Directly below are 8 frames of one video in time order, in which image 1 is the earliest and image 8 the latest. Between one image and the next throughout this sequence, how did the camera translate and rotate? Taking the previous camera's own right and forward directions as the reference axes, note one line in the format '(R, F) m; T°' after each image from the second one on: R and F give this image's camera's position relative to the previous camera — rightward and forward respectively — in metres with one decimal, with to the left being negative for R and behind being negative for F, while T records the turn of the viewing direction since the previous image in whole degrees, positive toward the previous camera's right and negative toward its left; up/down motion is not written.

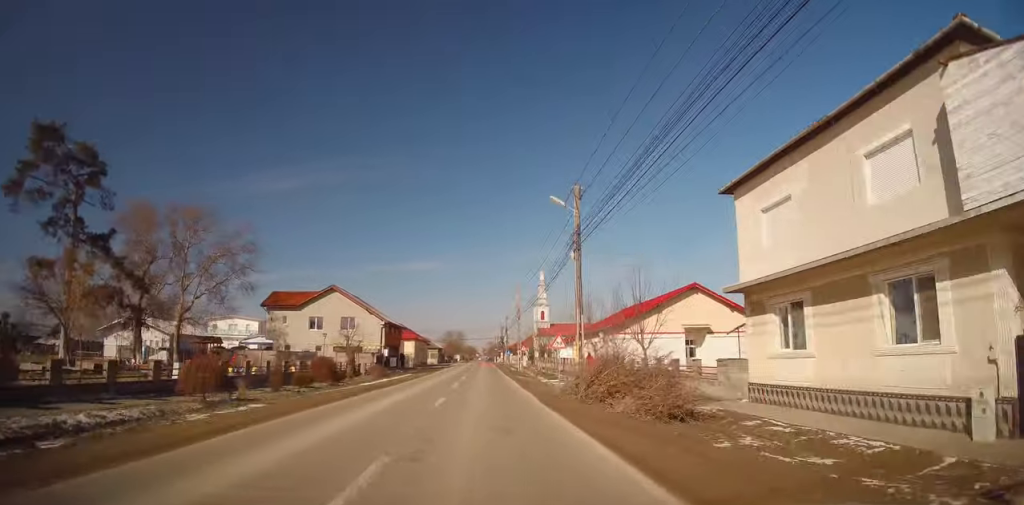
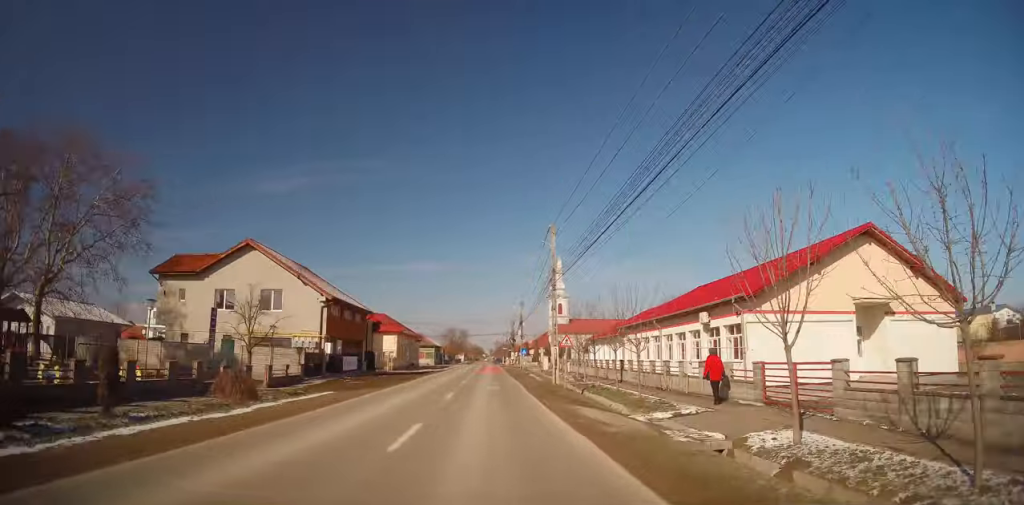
(0.0, +23.5) m; -1°
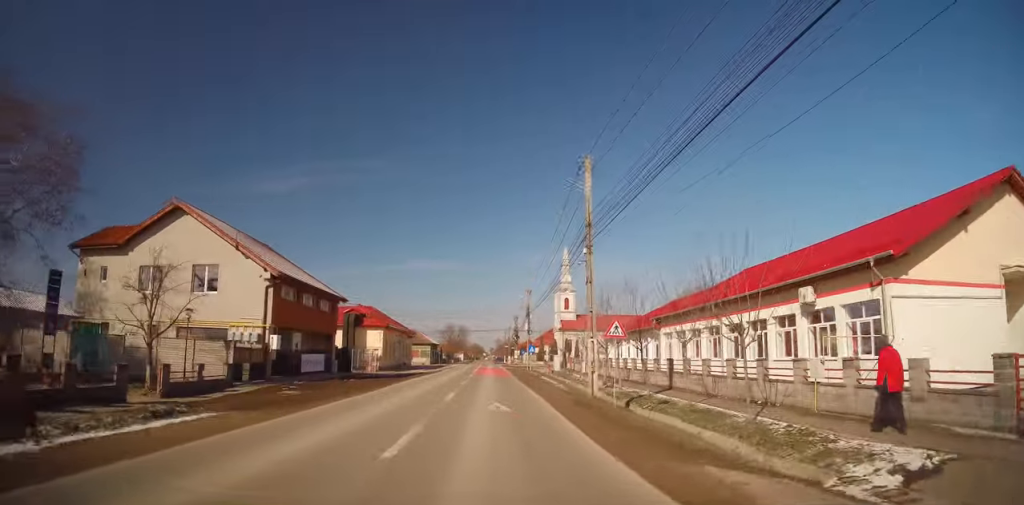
(-0.2, +9.7) m; 0°
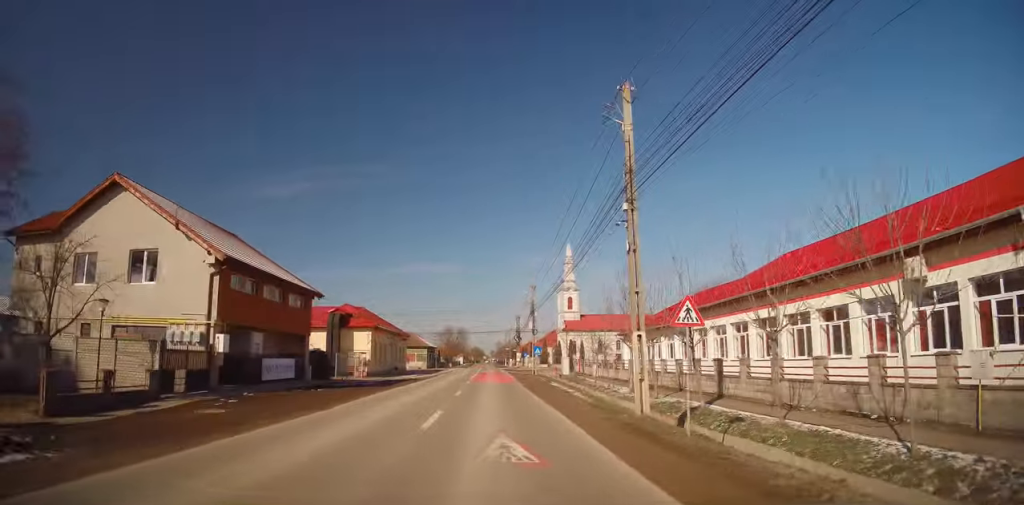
(0.0, +5.8) m; 0°
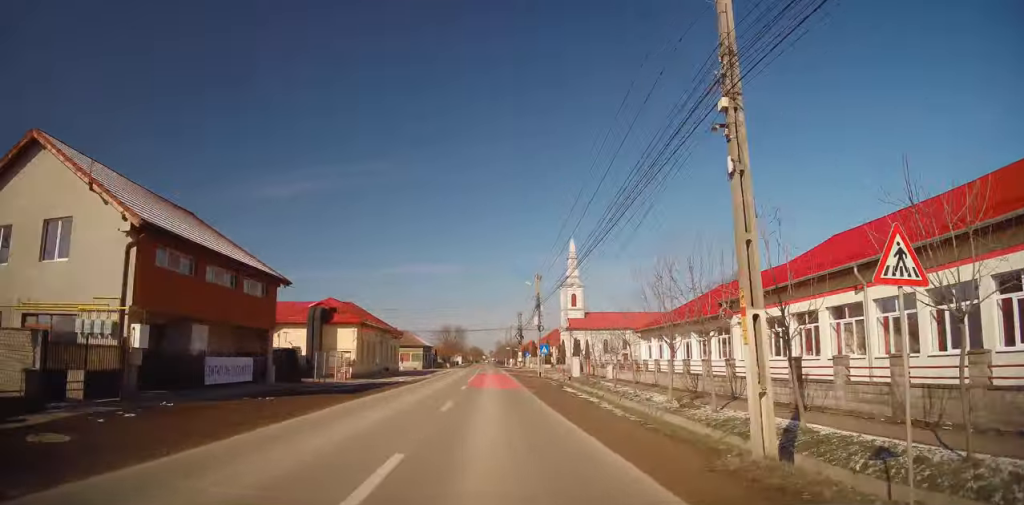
(+0.1, +5.7) m; 0°
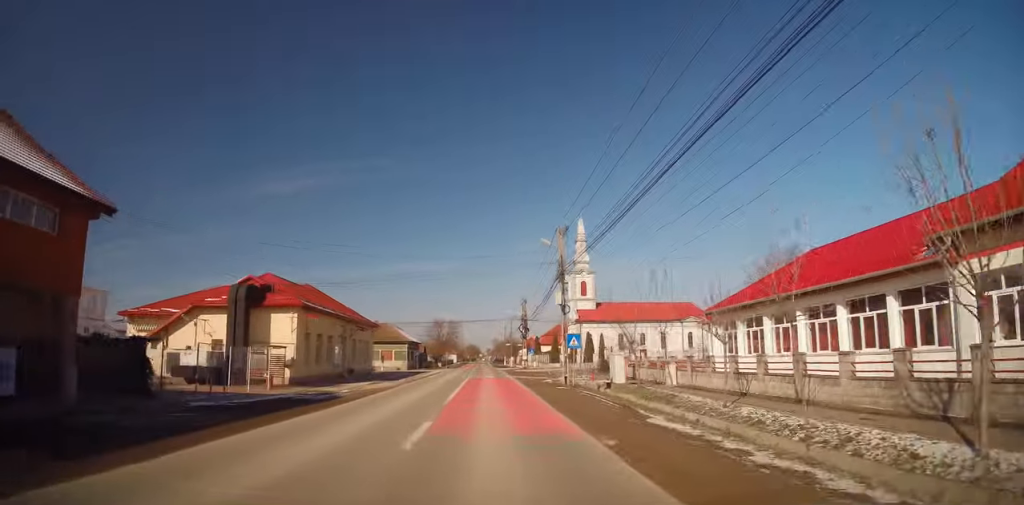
(0.0, +14.5) m; +1°
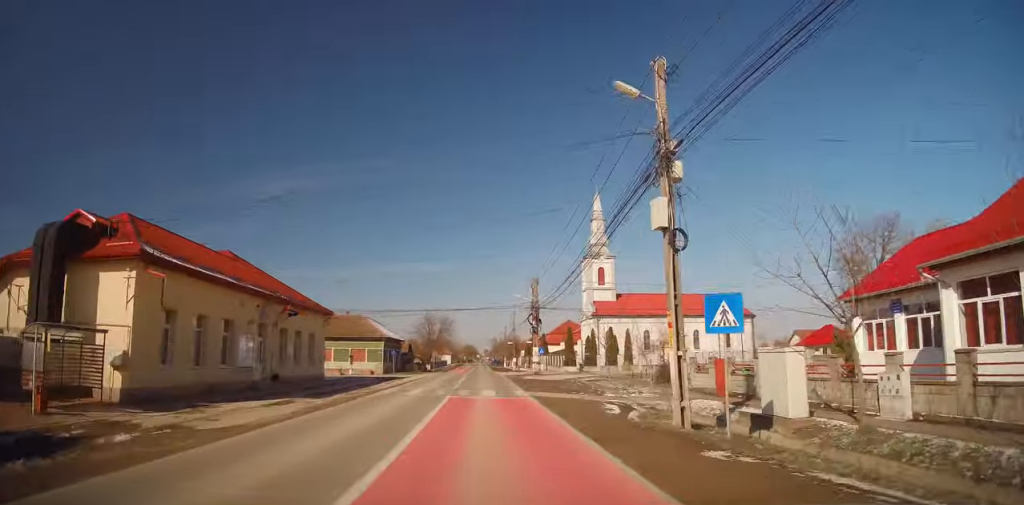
(+0.2, +16.3) m; 0°
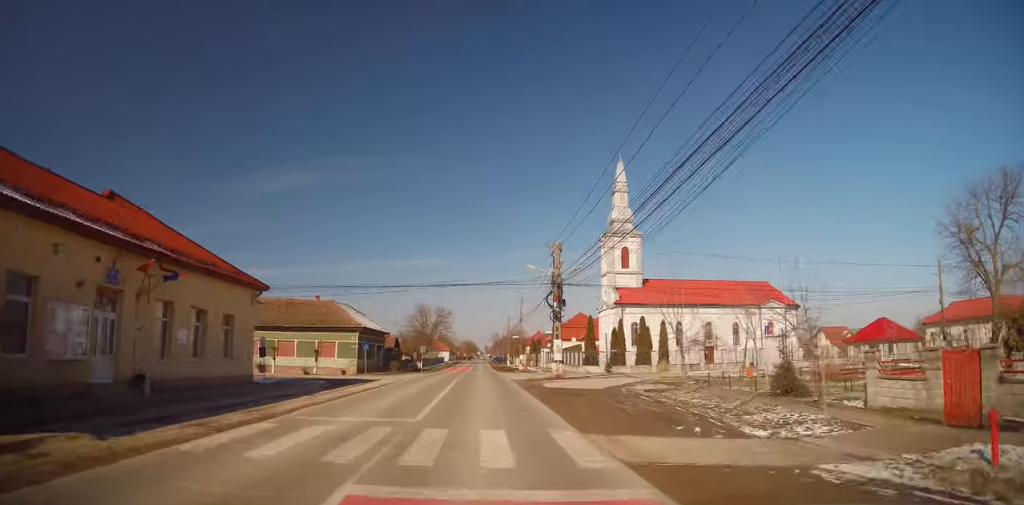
(-0.3, +12.8) m; -1°
